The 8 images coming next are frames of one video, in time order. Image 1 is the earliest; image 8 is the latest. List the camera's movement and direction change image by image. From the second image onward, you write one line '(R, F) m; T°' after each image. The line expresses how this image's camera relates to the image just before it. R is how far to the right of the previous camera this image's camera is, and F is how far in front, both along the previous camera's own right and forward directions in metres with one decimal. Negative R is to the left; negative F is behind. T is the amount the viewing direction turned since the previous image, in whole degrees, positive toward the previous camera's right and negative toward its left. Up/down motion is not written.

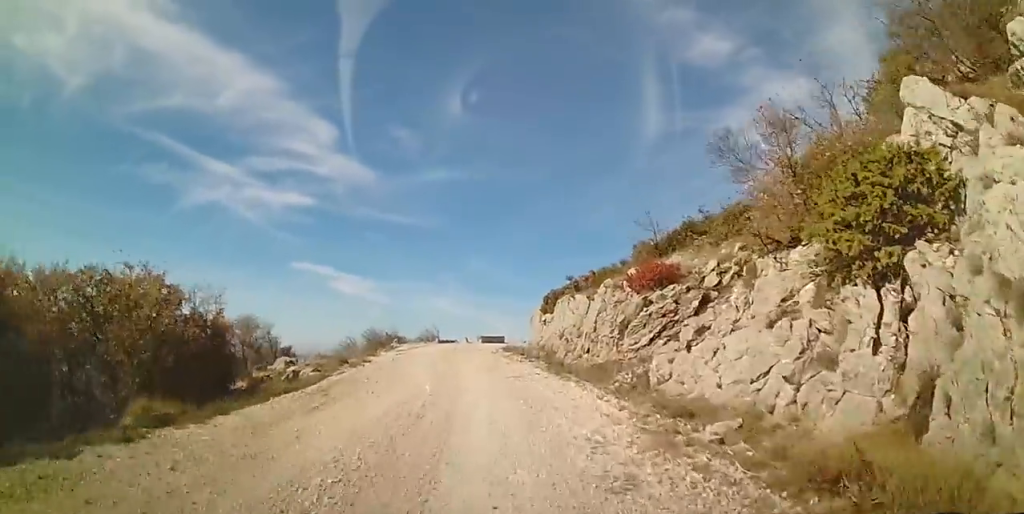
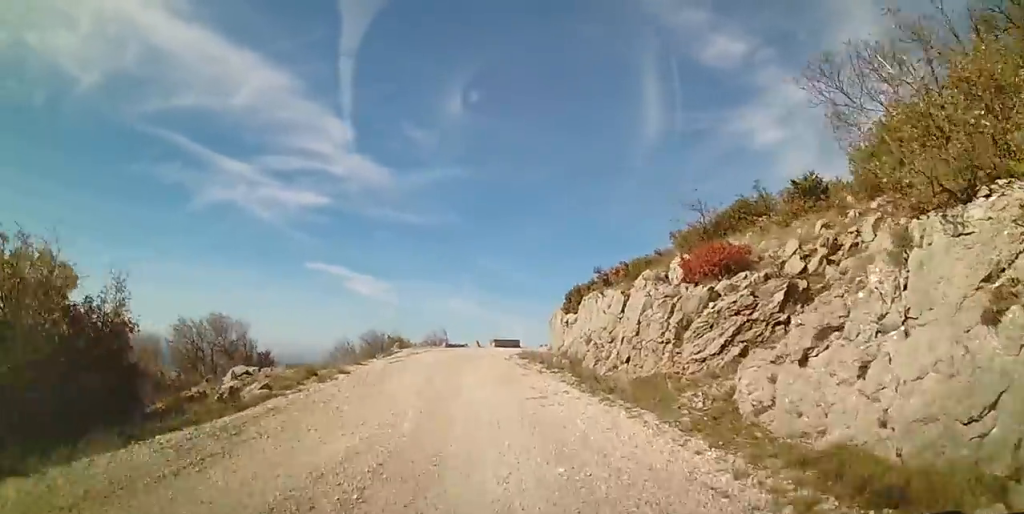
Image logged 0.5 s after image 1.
(-0.2, +3.8) m; -2°
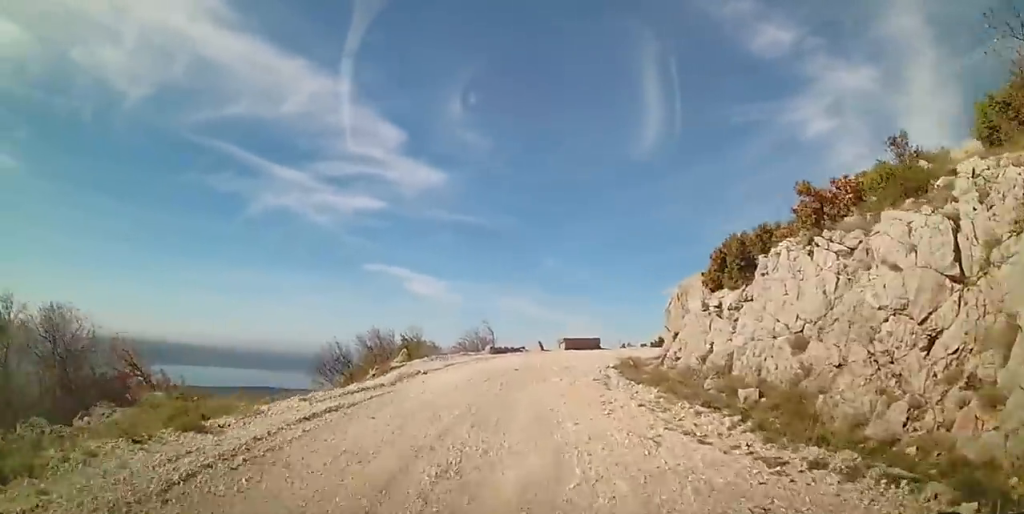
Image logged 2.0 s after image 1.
(-0.4, +11.8) m; -3°
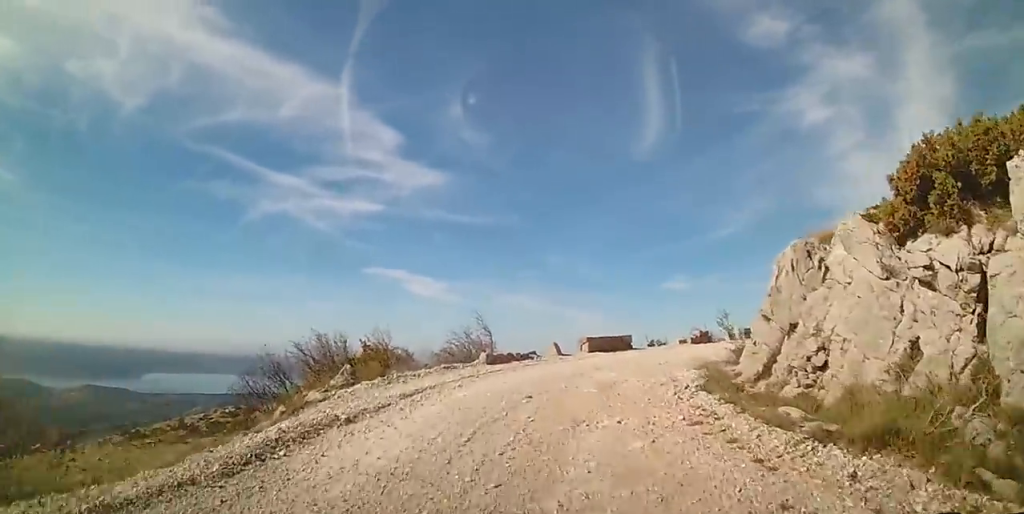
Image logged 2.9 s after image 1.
(-0.1, +6.3) m; -1°
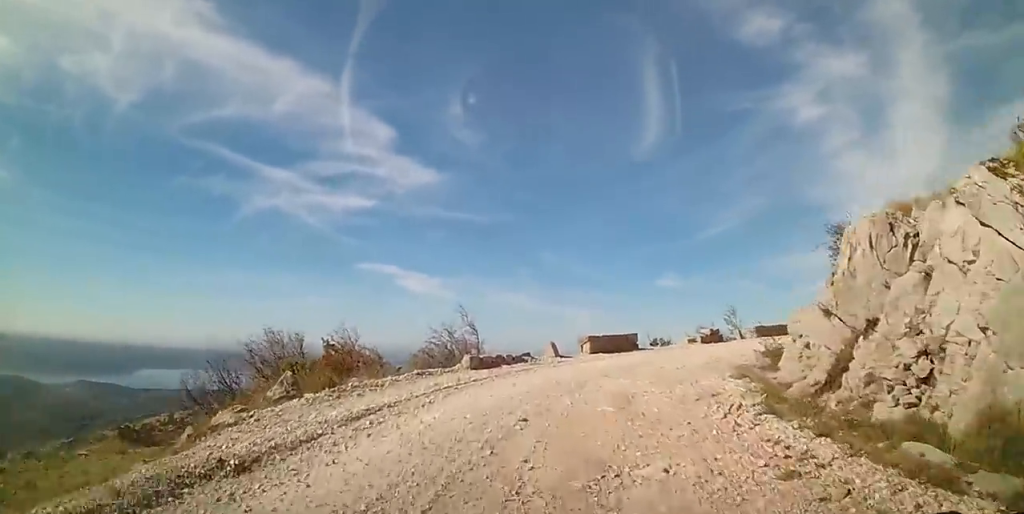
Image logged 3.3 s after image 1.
(0.0, +2.3) m; +2°
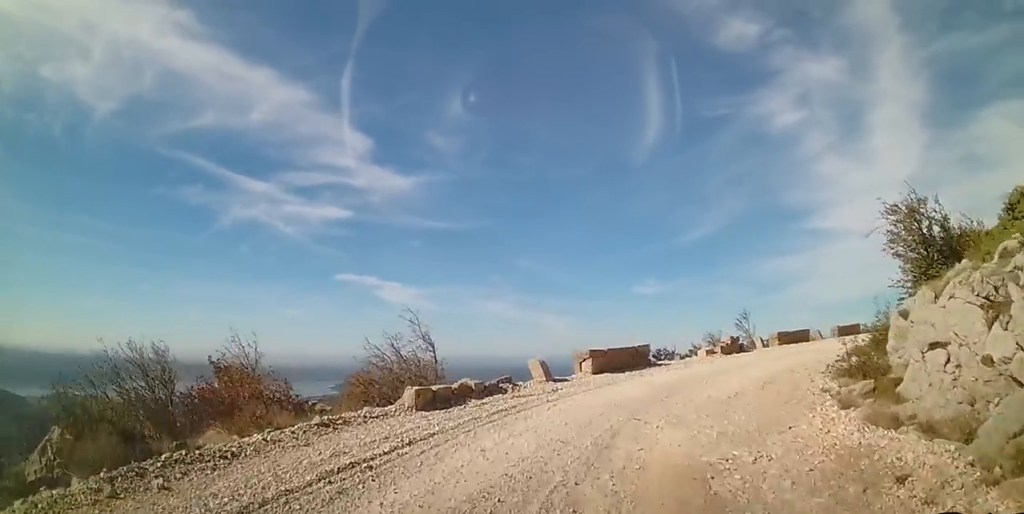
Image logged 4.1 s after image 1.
(0.0, +4.6) m; +6°
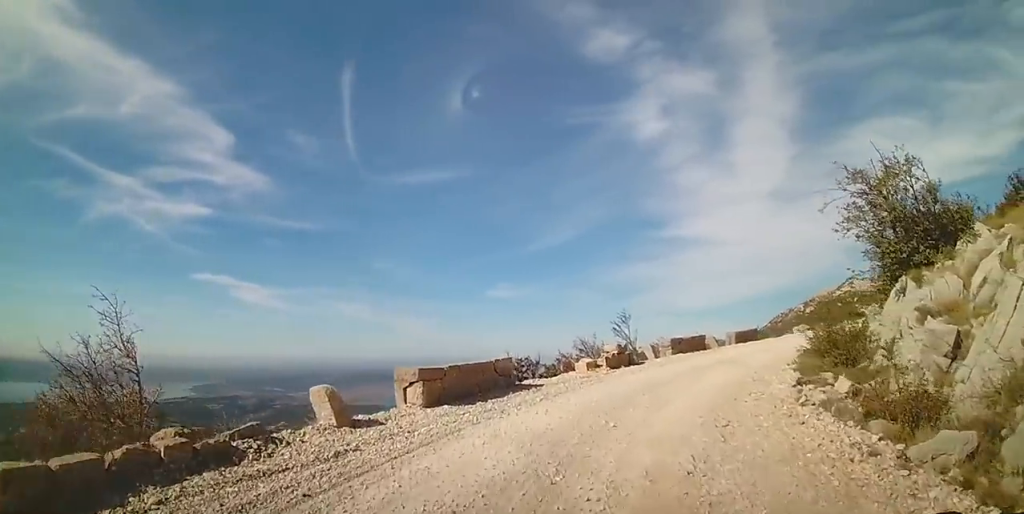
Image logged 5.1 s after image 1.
(+0.6, +4.7) m; +18°
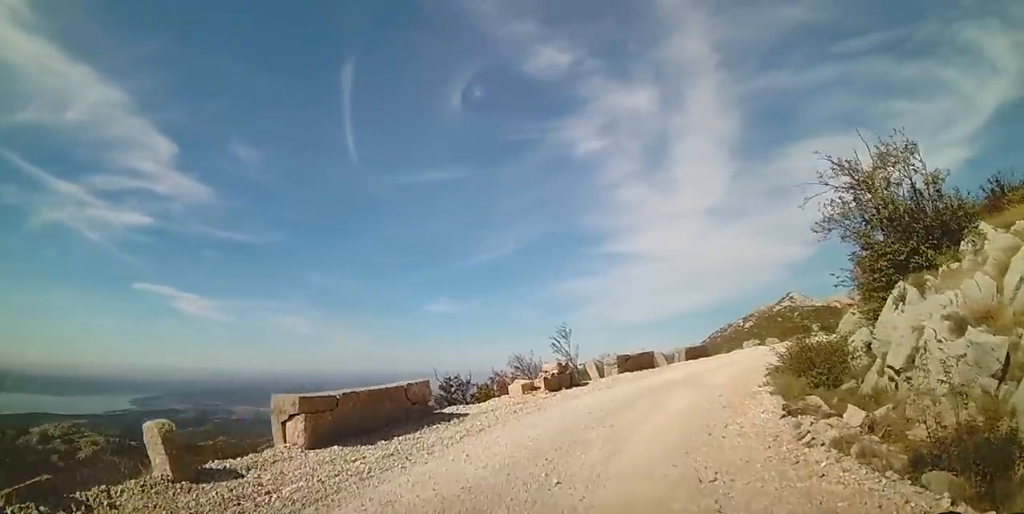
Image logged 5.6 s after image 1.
(+0.1, +1.9) m; +11°
